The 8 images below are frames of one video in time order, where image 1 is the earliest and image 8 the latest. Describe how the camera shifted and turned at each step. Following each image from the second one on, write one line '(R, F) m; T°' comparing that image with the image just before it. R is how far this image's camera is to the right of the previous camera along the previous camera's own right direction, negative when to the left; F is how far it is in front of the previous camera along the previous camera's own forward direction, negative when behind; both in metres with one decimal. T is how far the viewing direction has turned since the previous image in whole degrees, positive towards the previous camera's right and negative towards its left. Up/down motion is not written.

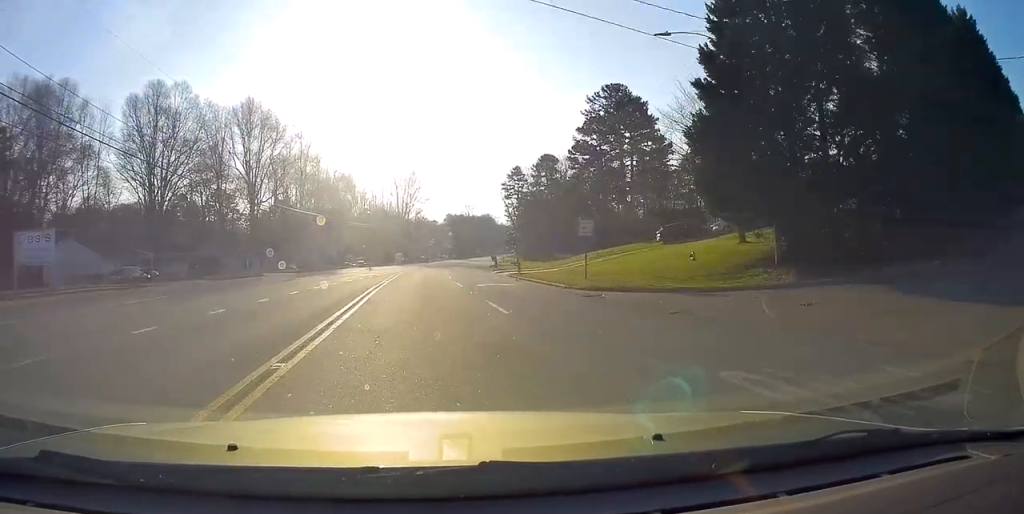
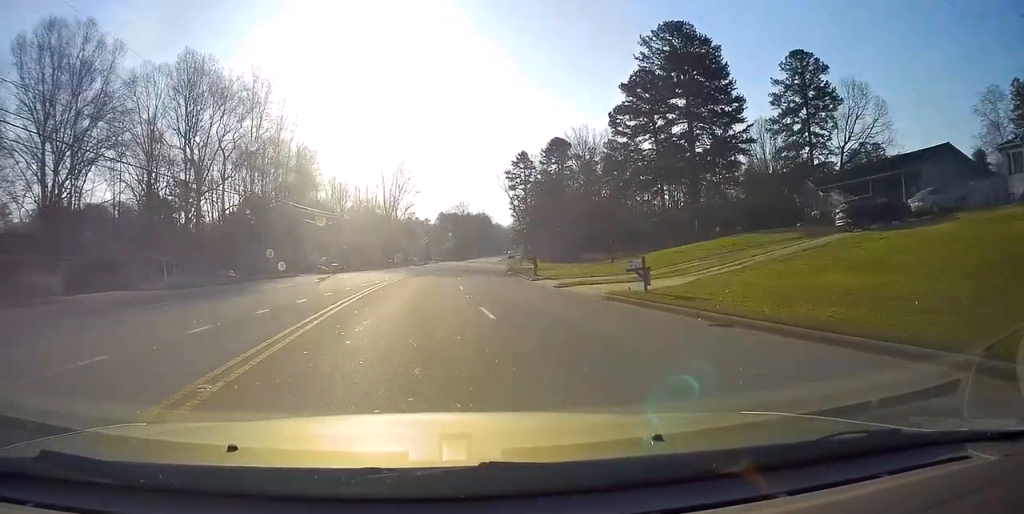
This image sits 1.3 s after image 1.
(+0.5, +25.1) m; +1°
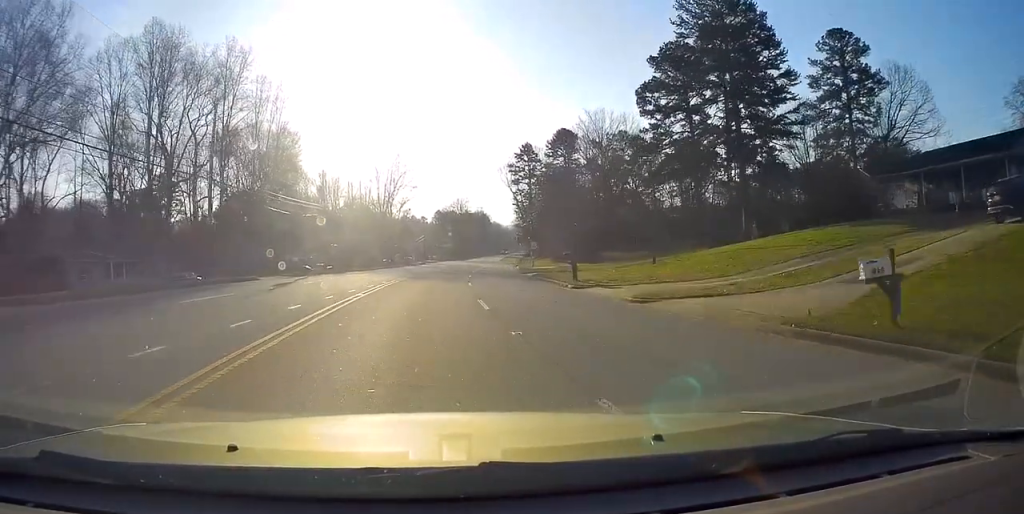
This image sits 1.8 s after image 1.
(-0.3, +10.2) m; 0°
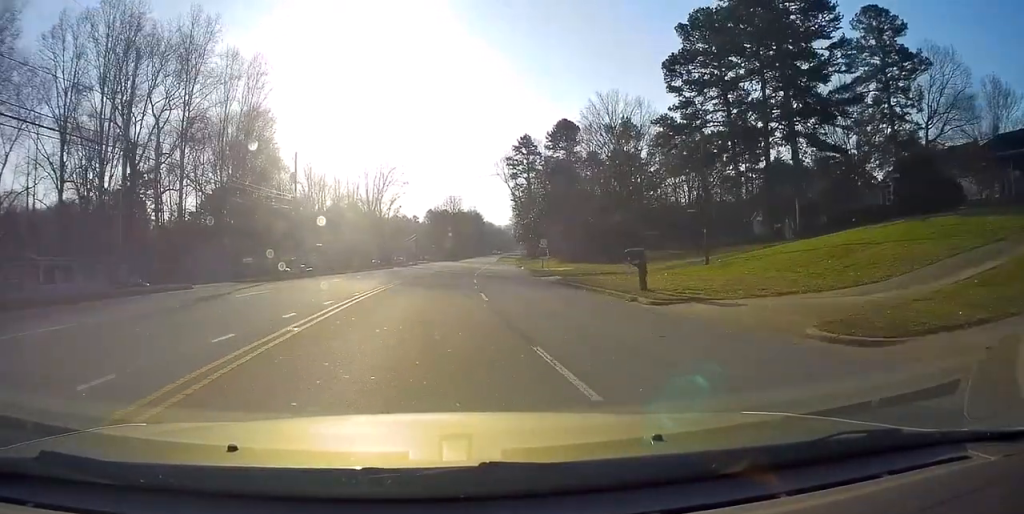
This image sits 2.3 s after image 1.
(0.0, +9.4) m; +1°
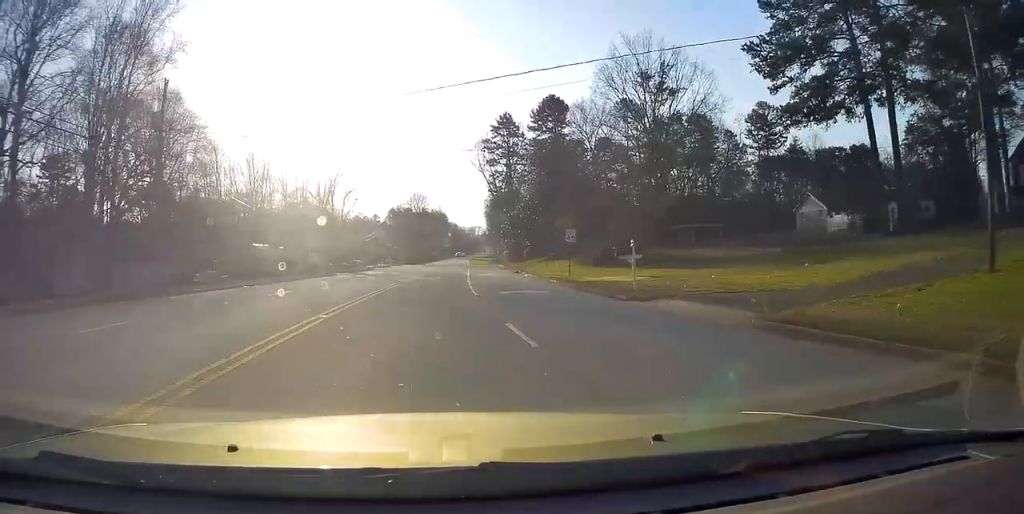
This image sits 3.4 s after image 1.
(+0.6, +21.6) m; +3°
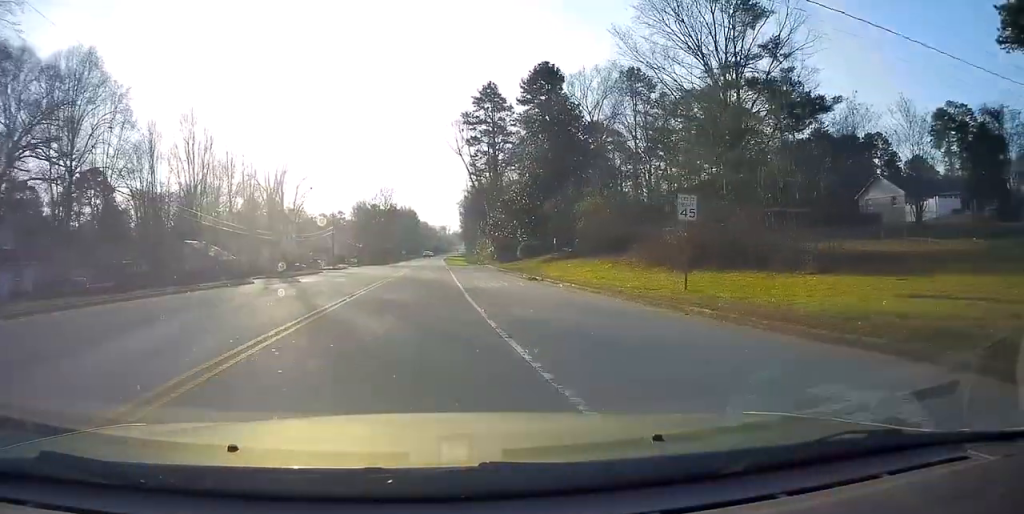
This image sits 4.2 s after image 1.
(+0.3, +19.0) m; +2°
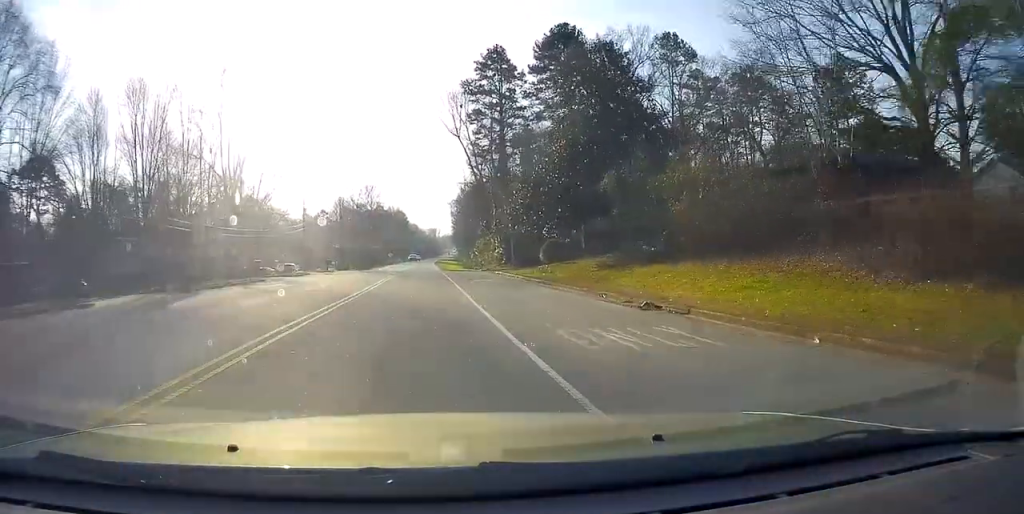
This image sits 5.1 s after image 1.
(+0.4, +17.5) m; +2°
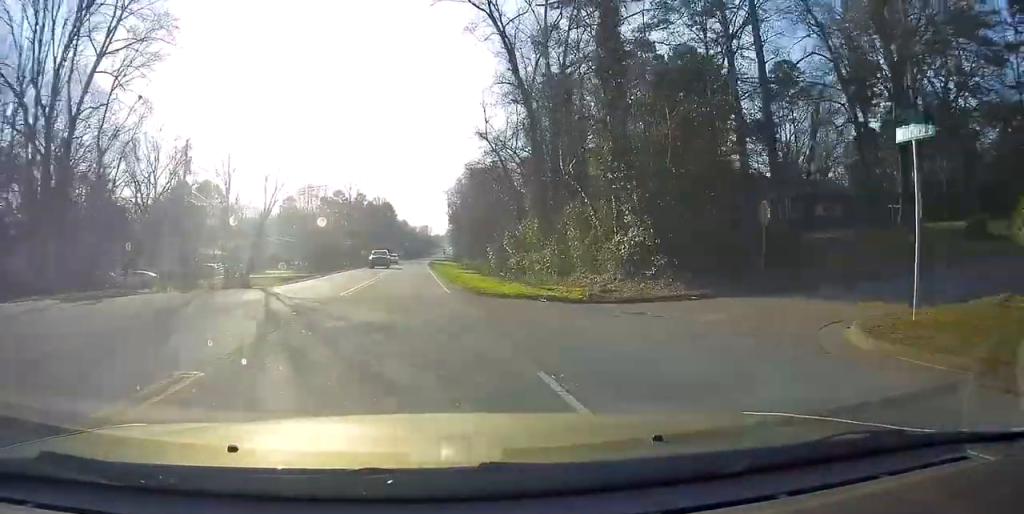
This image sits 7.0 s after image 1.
(+0.9, +42.3) m; +2°
